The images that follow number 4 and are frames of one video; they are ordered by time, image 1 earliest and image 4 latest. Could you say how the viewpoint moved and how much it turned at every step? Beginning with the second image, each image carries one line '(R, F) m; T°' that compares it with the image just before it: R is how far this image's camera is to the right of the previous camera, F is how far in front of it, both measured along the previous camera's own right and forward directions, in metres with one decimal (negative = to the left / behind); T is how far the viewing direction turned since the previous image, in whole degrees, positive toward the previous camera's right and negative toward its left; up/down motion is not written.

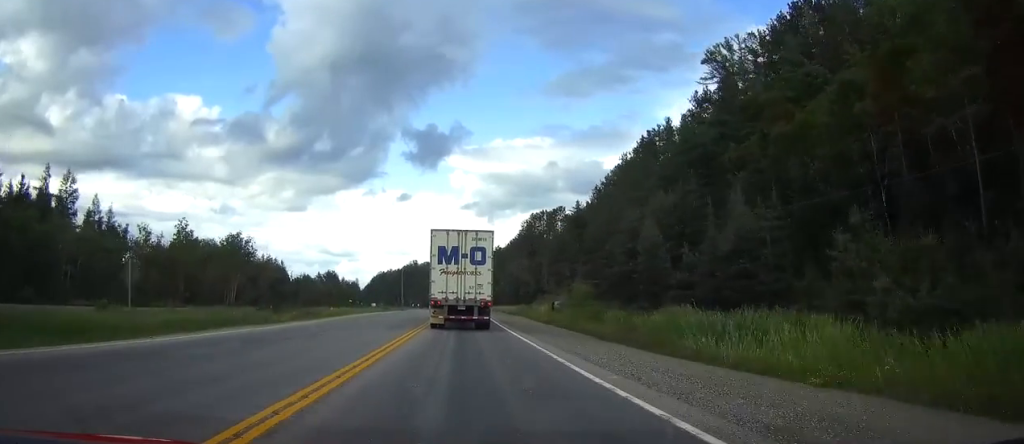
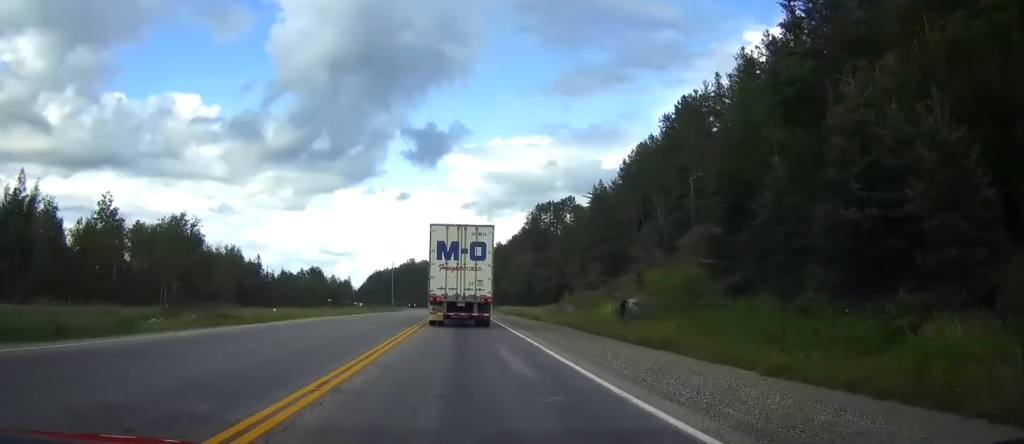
(-0.1, +27.7) m; 0°
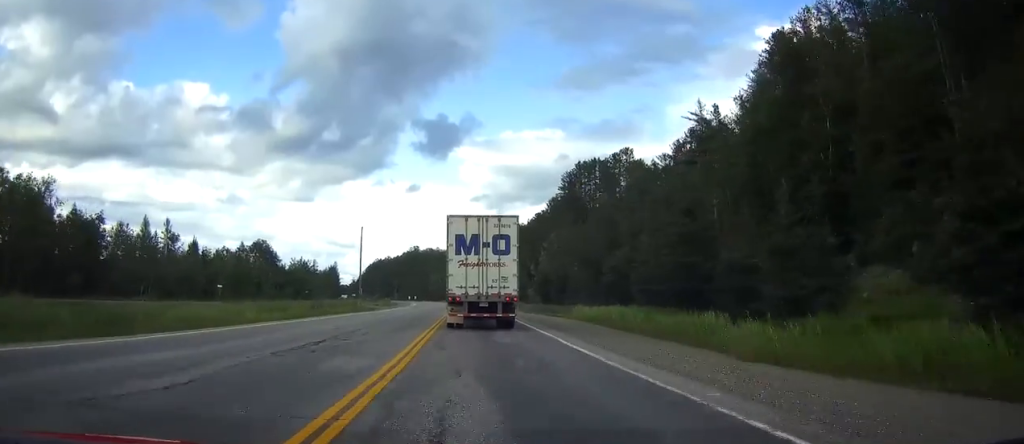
(-0.5, +75.8) m; -1°
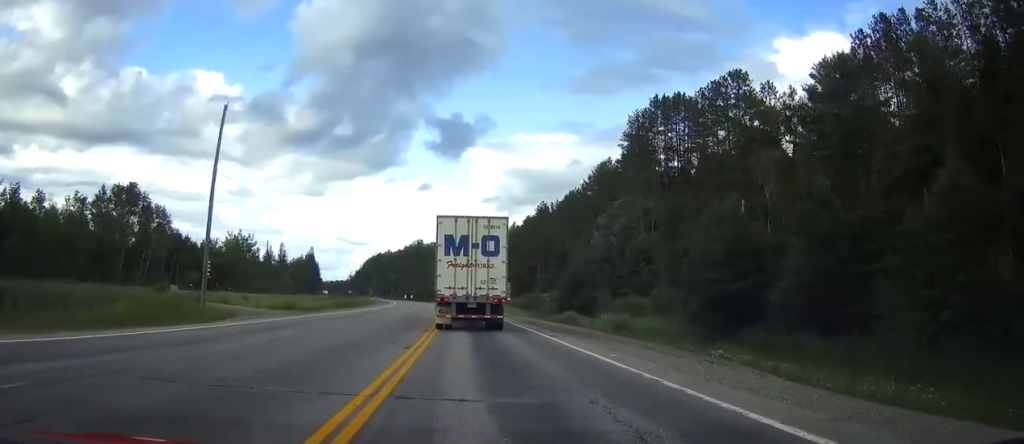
(+0.6, +72.2) m; 0°
